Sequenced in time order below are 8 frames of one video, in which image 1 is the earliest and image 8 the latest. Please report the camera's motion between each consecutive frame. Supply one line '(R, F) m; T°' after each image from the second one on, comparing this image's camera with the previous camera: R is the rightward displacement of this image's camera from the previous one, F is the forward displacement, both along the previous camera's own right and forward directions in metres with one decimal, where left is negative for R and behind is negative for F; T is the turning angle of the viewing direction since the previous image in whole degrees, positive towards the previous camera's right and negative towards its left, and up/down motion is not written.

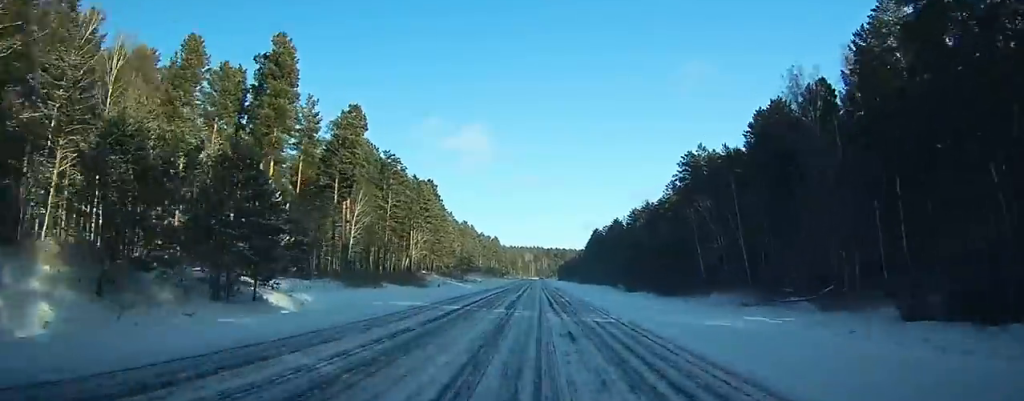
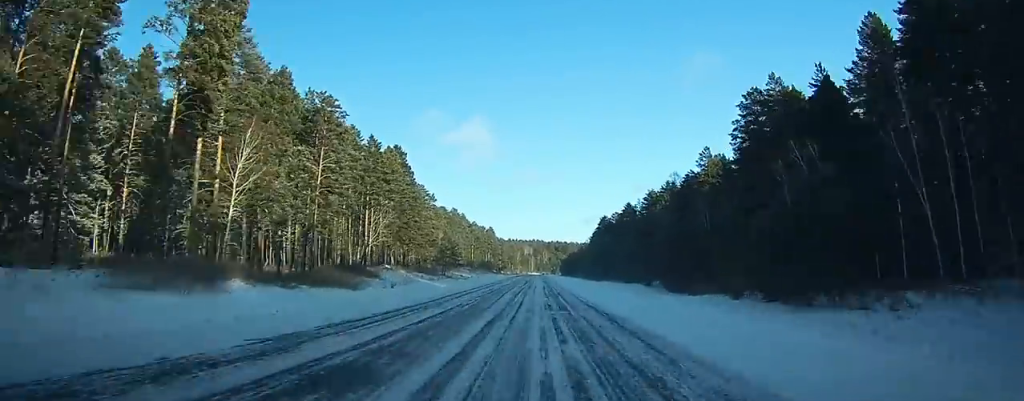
(0.0, +37.7) m; 0°
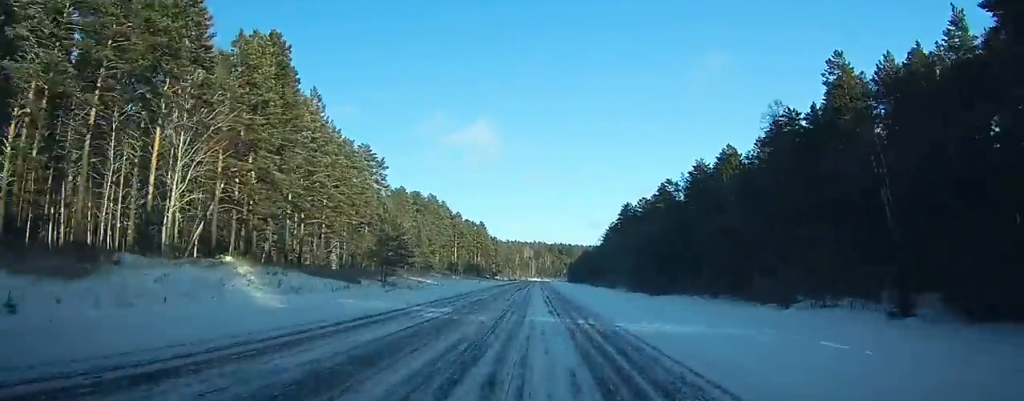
(+0.1, +62.0) m; 0°
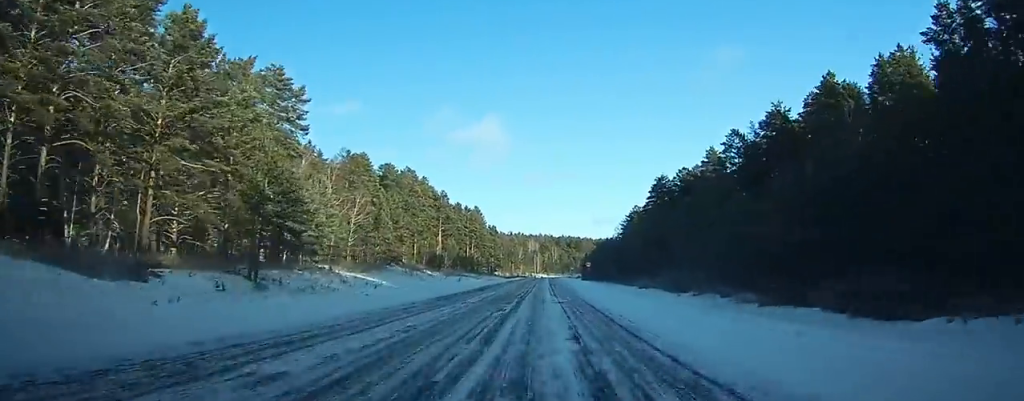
(-0.1, +46.7) m; 0°
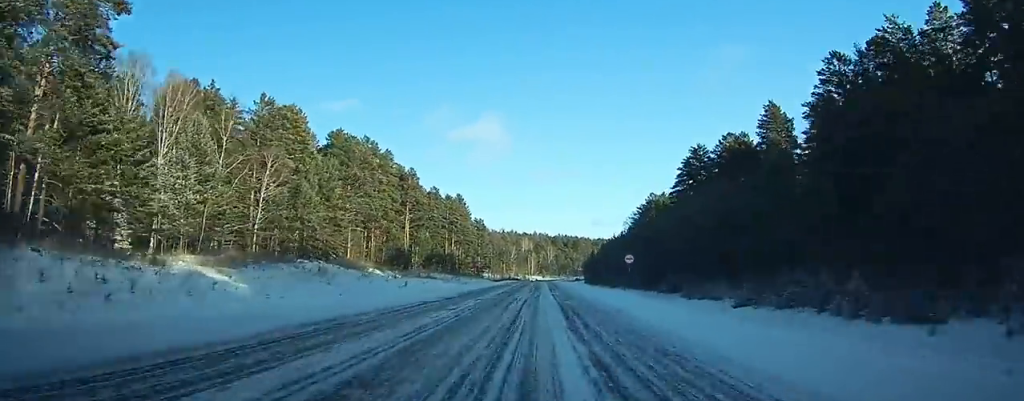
(0.0, +38.1) m; 0°
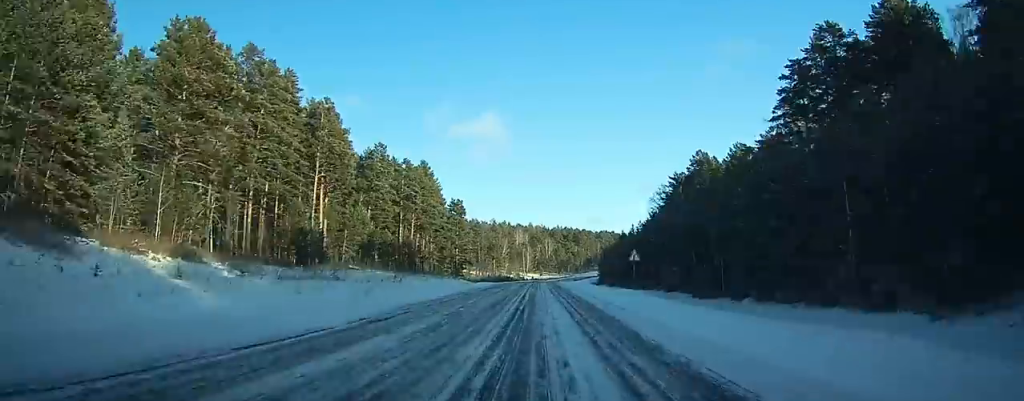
(-0.1, +54.5) m; 0°
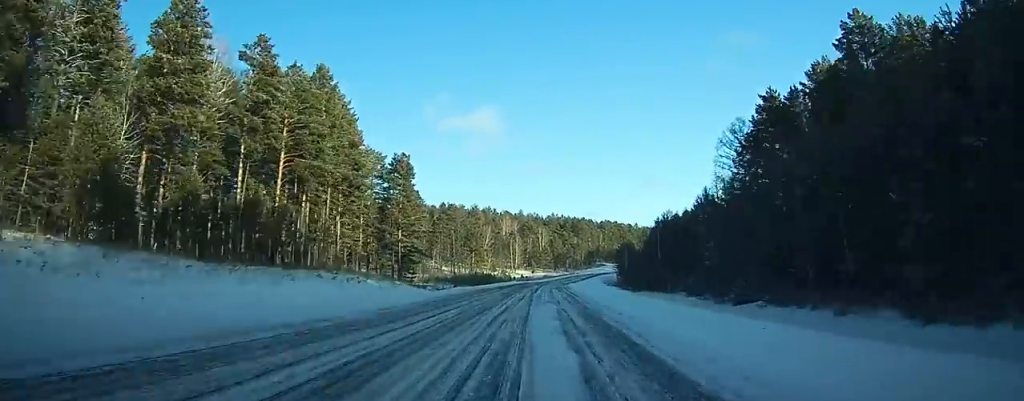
(+2.4, +63.0) m; +5°
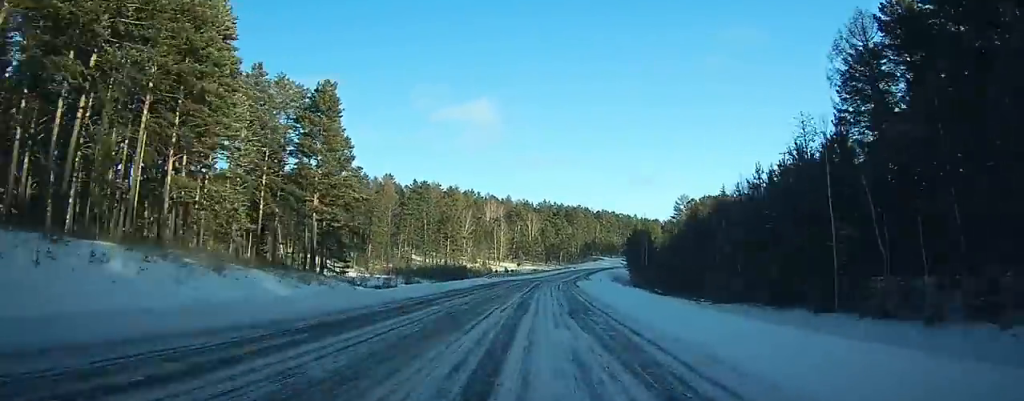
(+1.7, +38.1) m; 0°
